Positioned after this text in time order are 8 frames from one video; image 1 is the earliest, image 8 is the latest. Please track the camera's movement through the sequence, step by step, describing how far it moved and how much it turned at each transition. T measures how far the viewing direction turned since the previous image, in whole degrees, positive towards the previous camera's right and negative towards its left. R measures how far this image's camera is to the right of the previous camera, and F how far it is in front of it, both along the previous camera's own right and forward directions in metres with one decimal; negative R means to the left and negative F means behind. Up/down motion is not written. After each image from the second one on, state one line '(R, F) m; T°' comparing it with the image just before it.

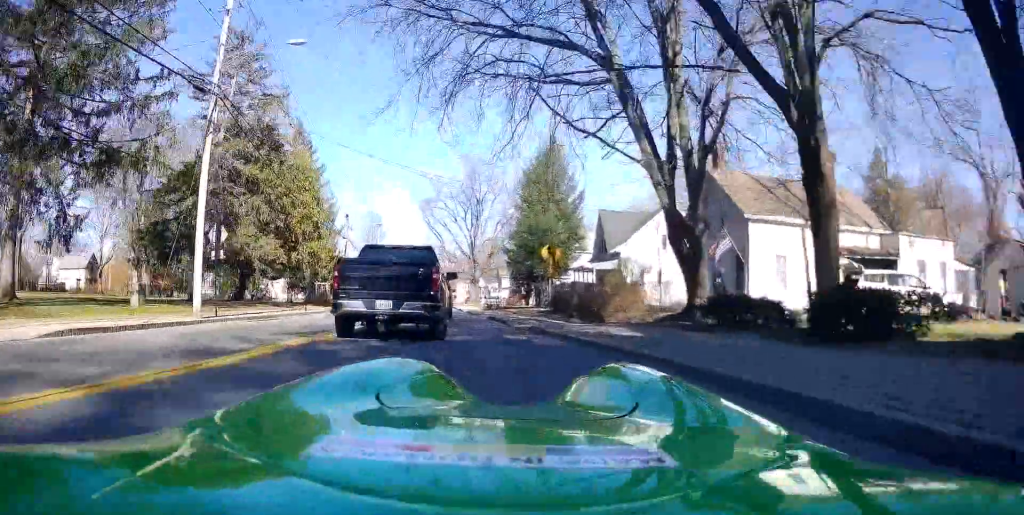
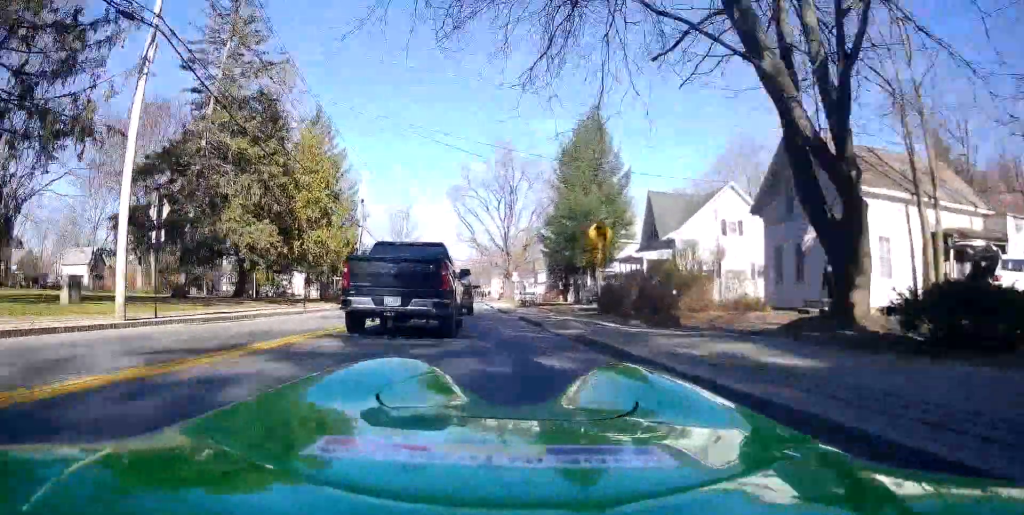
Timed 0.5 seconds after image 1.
(-0.6, +5.5) m; -2°
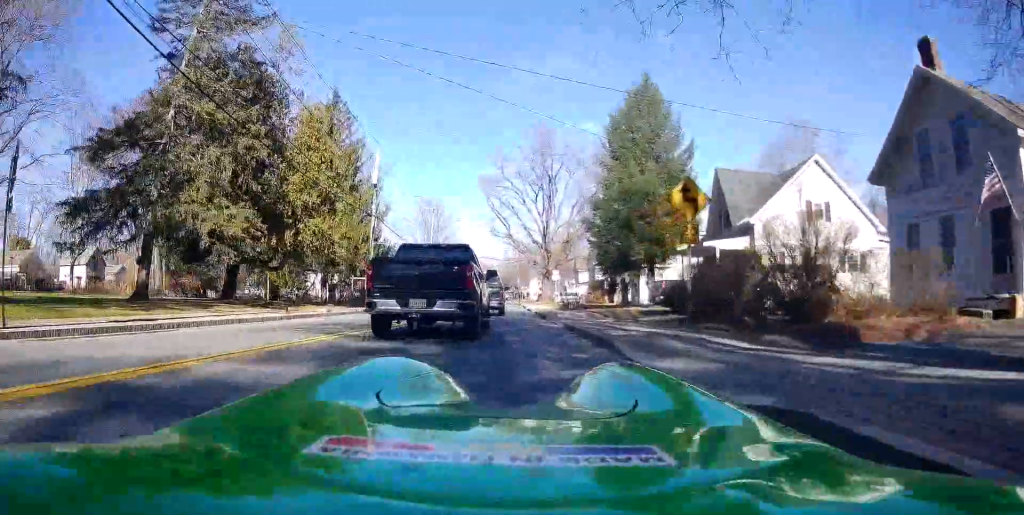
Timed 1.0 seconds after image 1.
(-0.4, +7.0) m; -3°
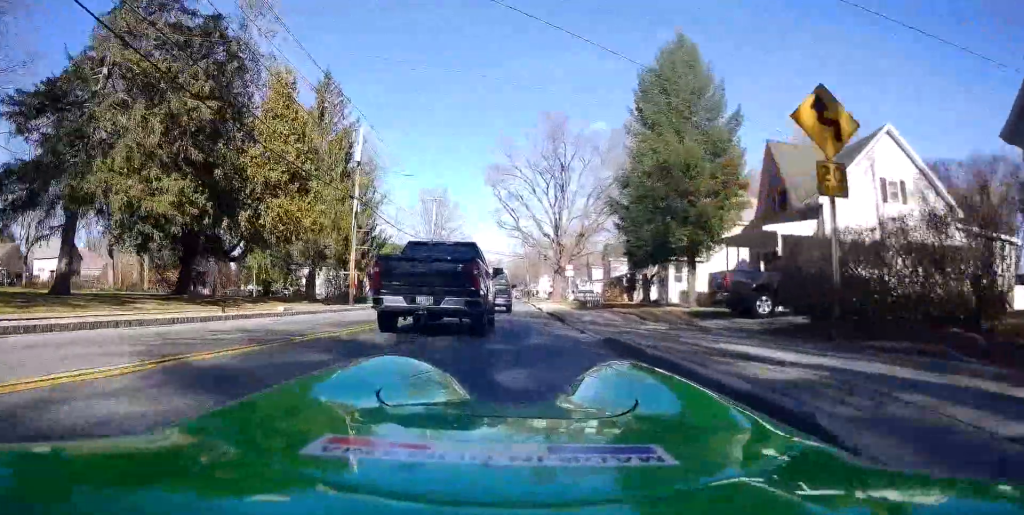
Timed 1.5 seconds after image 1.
(+0.1, +6.0) m; -1°
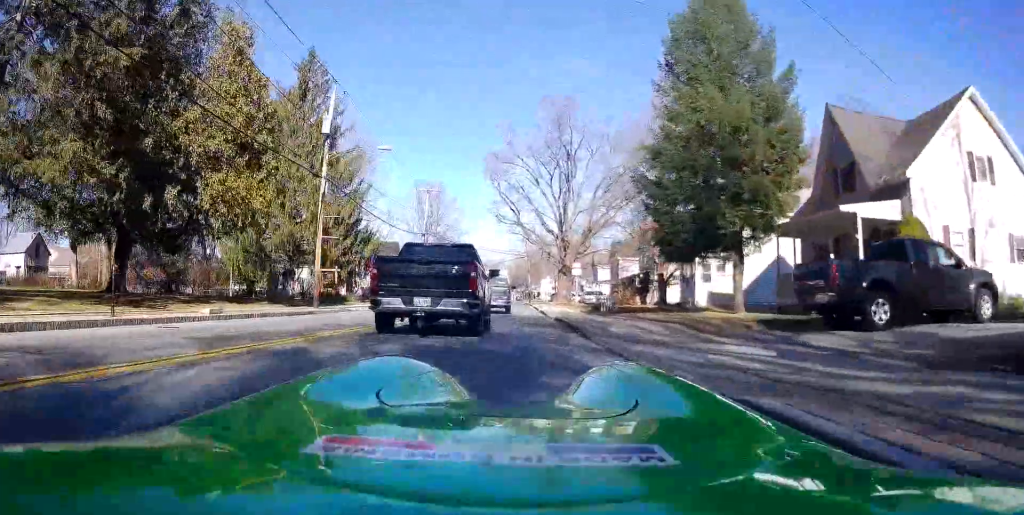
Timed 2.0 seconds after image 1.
(+0.1, +5.5) m; -1°
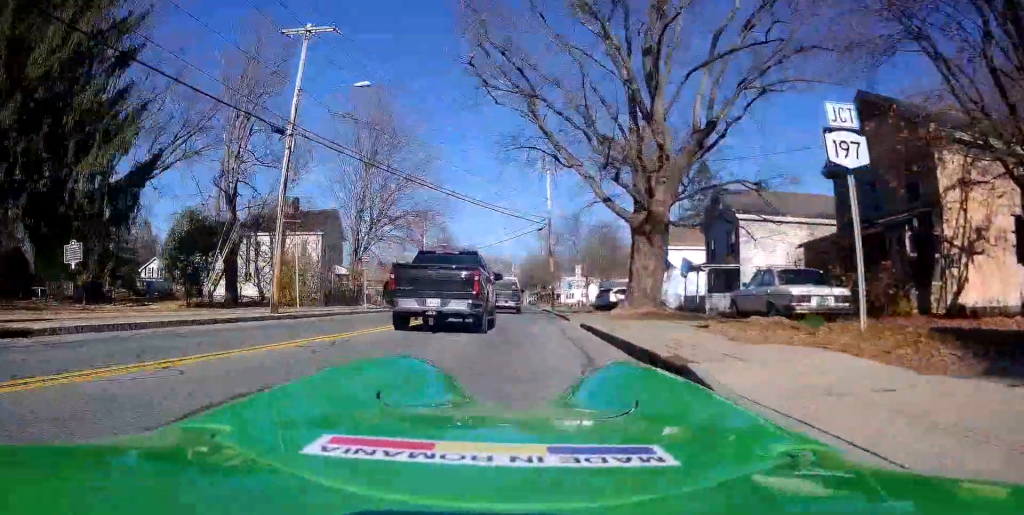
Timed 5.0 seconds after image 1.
(-2.9, +34.9) m; -6°
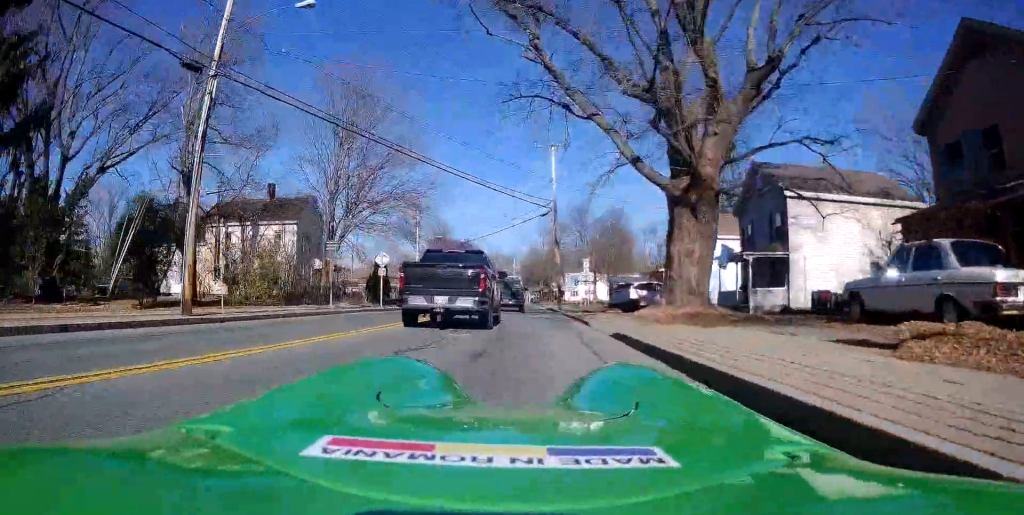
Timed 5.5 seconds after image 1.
(+0.2, +6.4) m; +1°
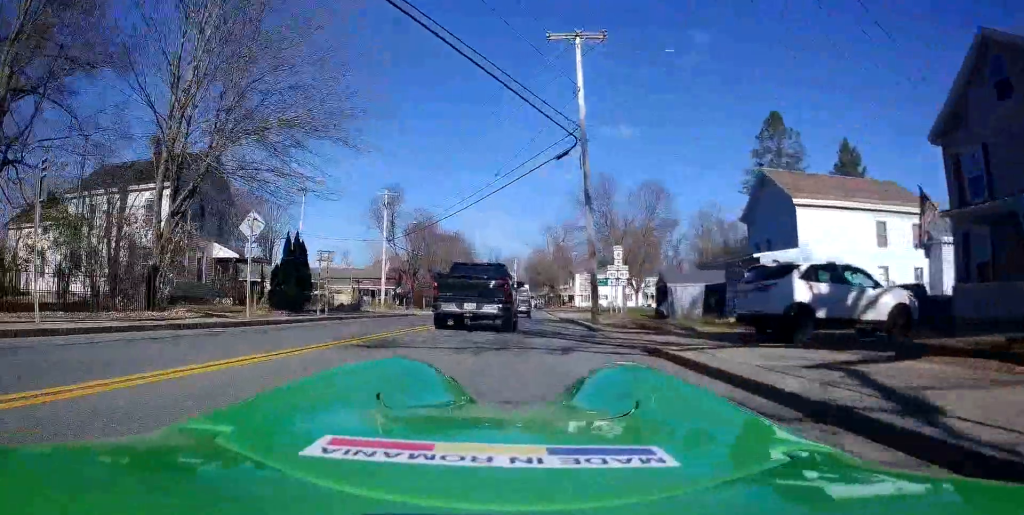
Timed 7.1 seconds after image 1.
(+0.4, +18.5) m; +1°
